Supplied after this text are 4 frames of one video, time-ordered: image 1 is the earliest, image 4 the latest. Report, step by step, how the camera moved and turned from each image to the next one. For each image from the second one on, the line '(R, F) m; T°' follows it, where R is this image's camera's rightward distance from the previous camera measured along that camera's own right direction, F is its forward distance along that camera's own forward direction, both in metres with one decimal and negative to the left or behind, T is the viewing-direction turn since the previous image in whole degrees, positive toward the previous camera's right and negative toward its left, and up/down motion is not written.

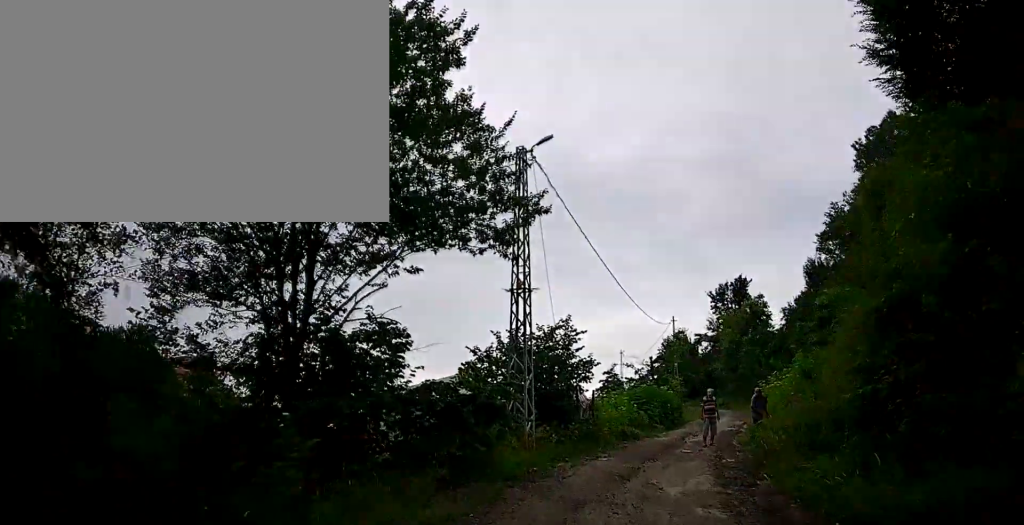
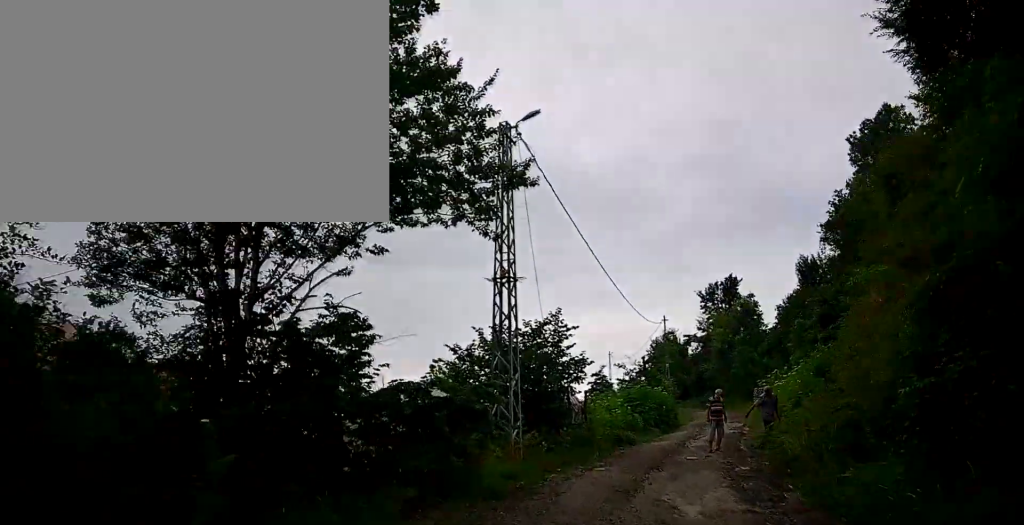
(0.0, +1.6) m; +1°
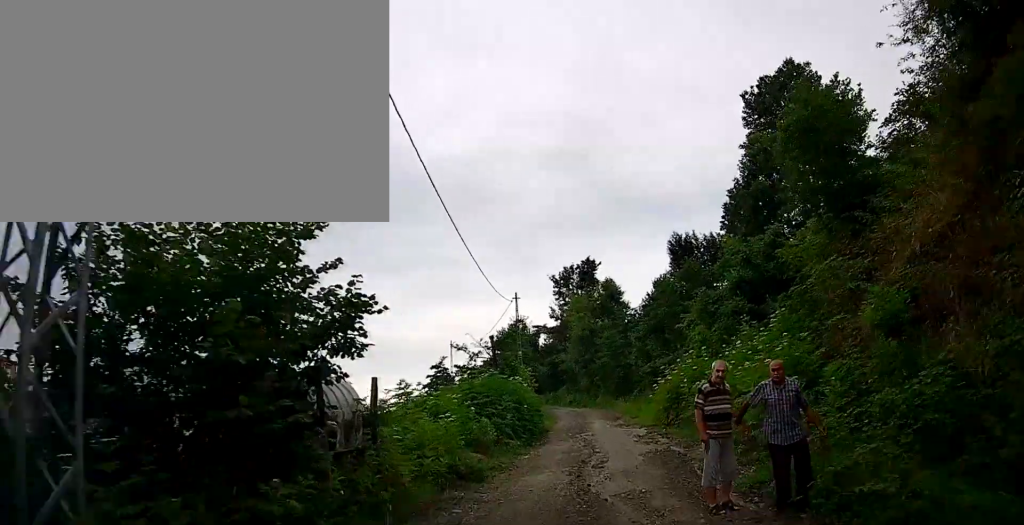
(+1.5, +7.6) m; +18°
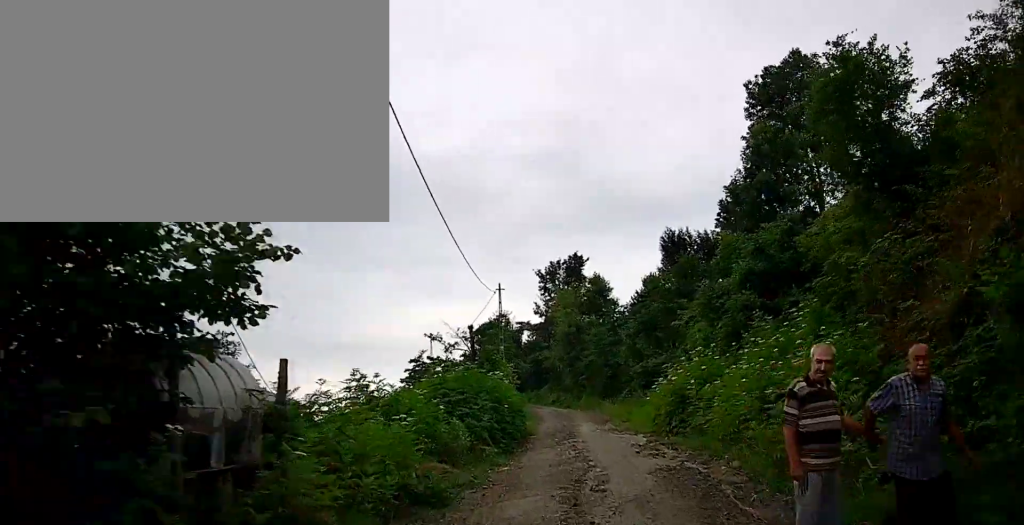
(0.0, +2.4) m; +1°
